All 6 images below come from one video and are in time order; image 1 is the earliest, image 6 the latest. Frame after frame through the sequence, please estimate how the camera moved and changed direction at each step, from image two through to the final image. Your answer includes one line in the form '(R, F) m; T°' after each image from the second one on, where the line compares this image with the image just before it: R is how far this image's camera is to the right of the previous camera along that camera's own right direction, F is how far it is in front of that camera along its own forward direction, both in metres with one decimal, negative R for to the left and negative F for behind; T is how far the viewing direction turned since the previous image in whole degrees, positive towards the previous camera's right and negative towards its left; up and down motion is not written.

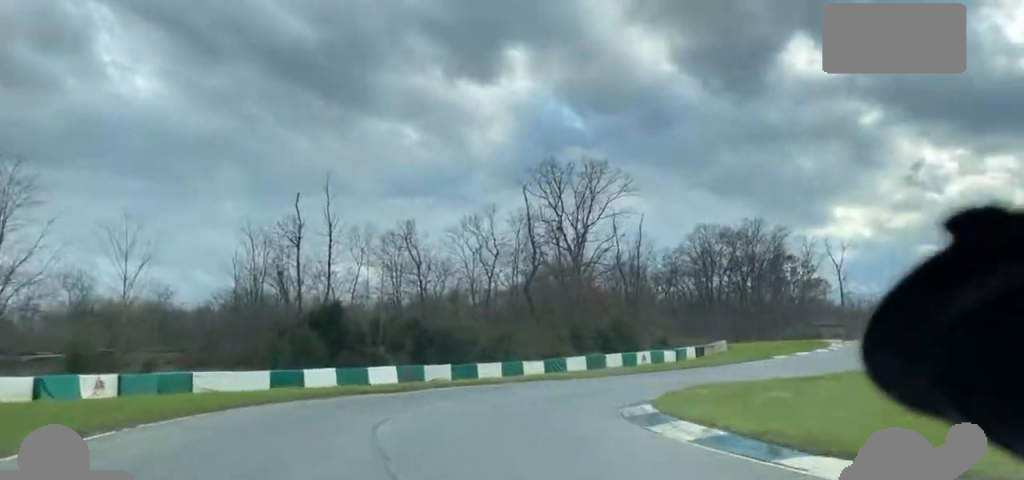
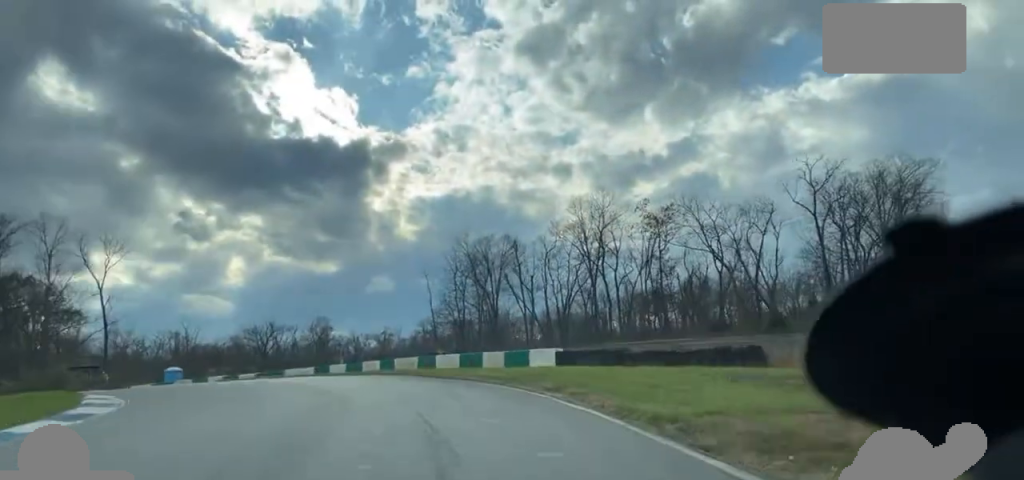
(+23.0, +48.3) m; +44°
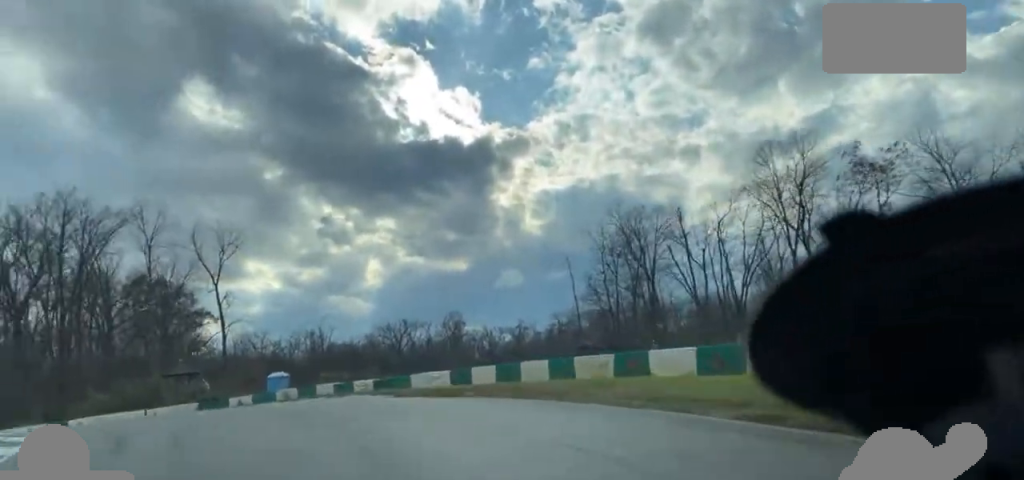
(+1.0, +20.7) m; -10°
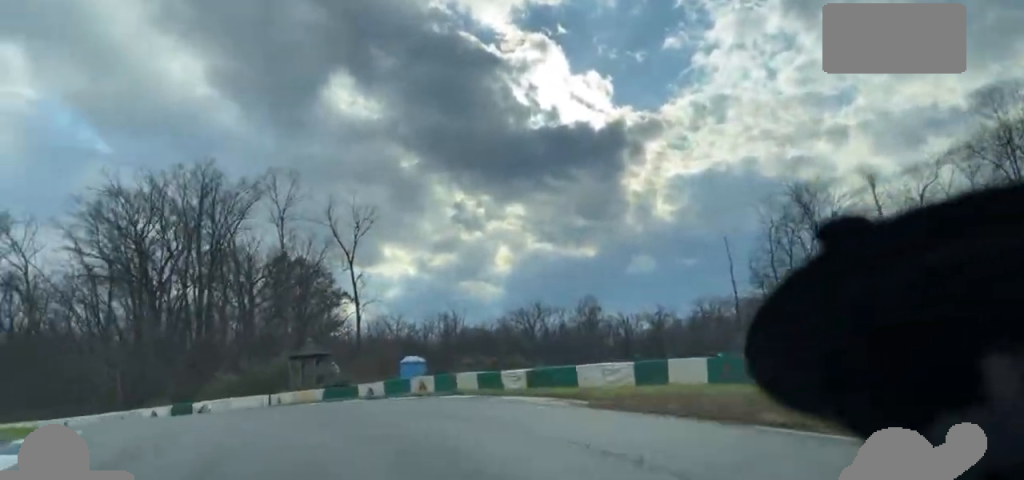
(+0.6, +10.7) m; -14°
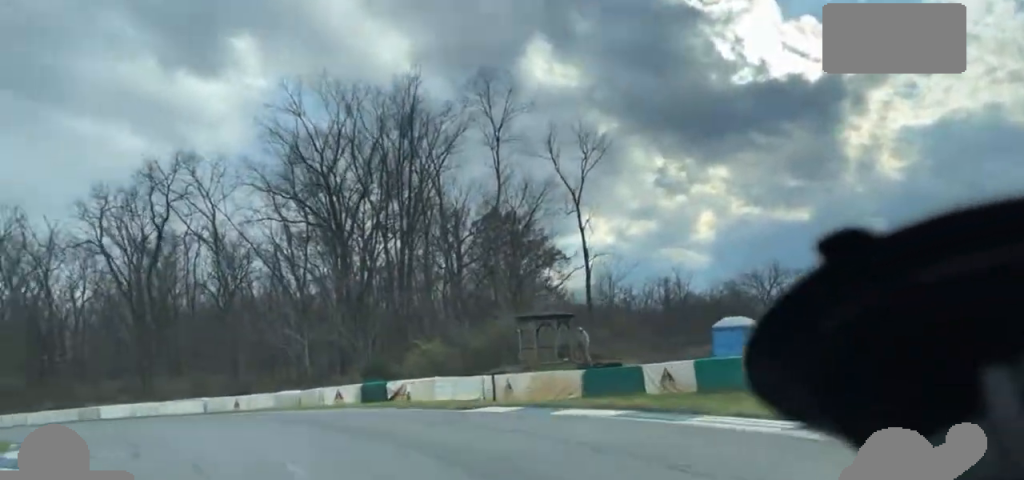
(-7.3, +20.8) m; -16°
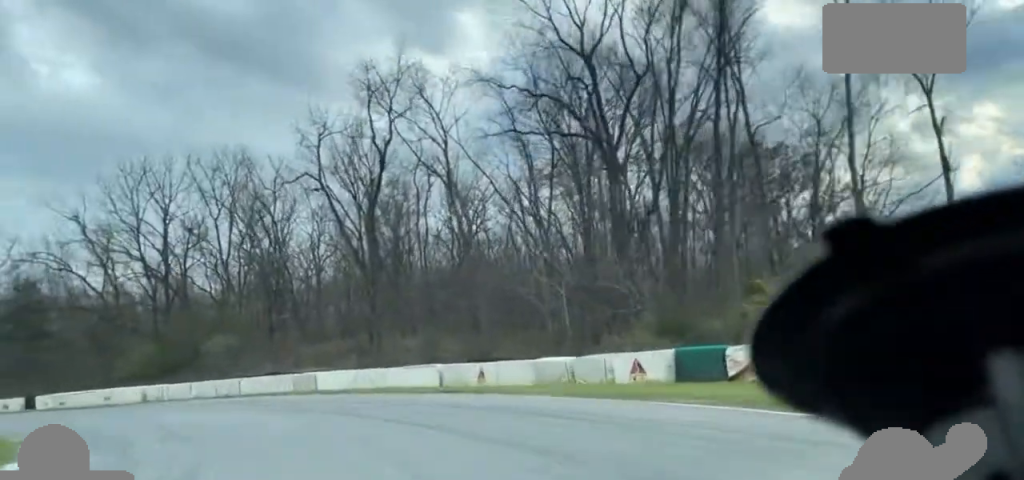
(+0.3, +18.0) m; -16°
